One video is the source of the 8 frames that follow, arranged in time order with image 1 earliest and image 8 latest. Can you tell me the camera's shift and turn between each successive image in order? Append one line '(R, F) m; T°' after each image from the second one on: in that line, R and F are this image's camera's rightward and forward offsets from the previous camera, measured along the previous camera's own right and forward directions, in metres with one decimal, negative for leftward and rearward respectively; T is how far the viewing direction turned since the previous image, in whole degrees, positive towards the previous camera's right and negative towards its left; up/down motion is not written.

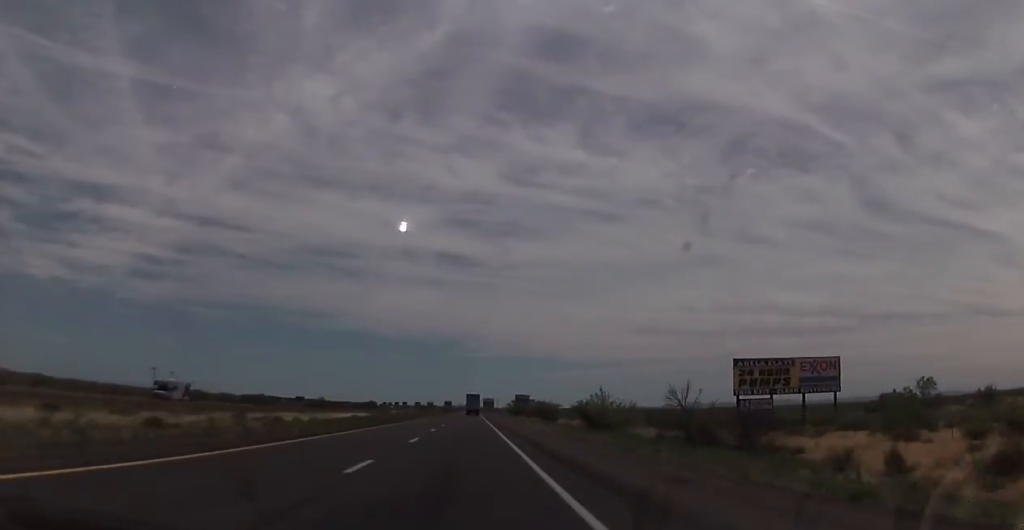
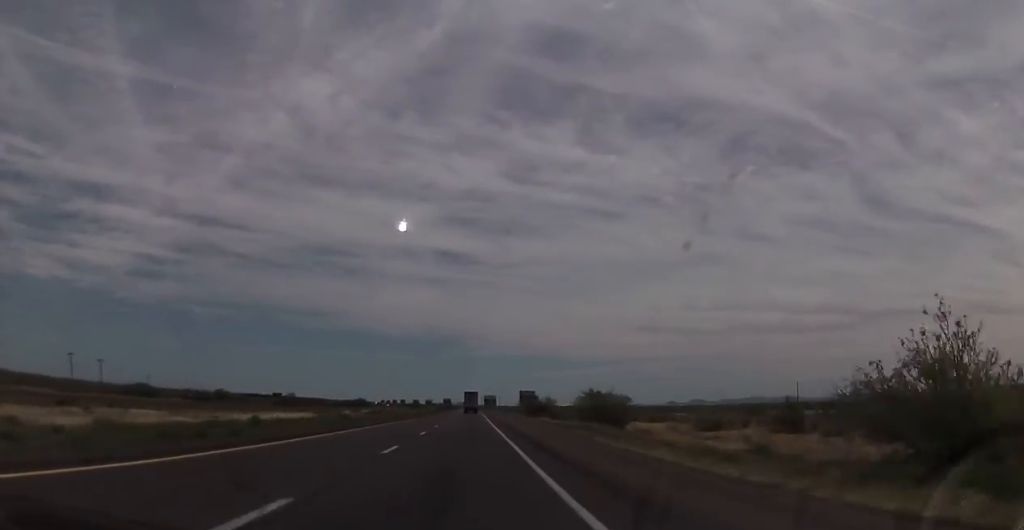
(+0.1, +43.5) m; 0°
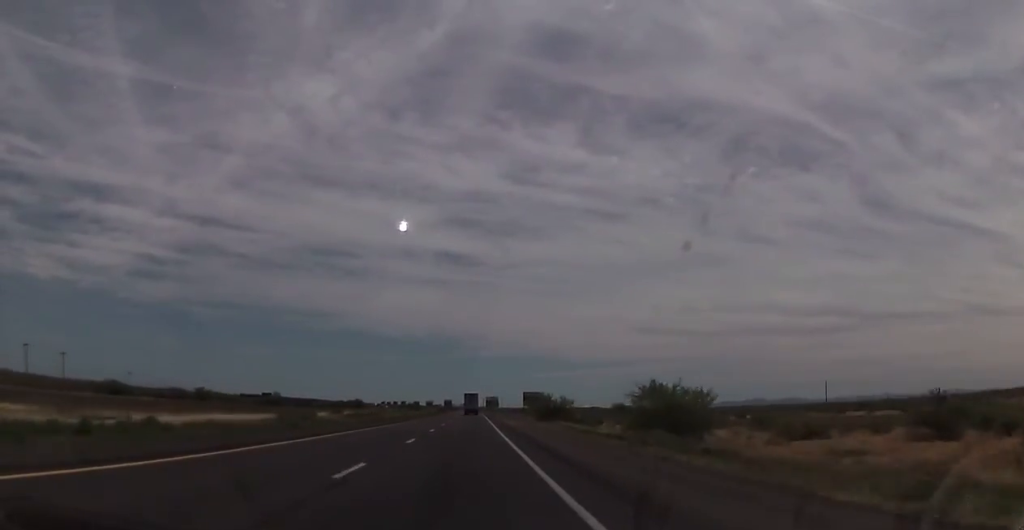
(0.0, +18.1) m; 0°
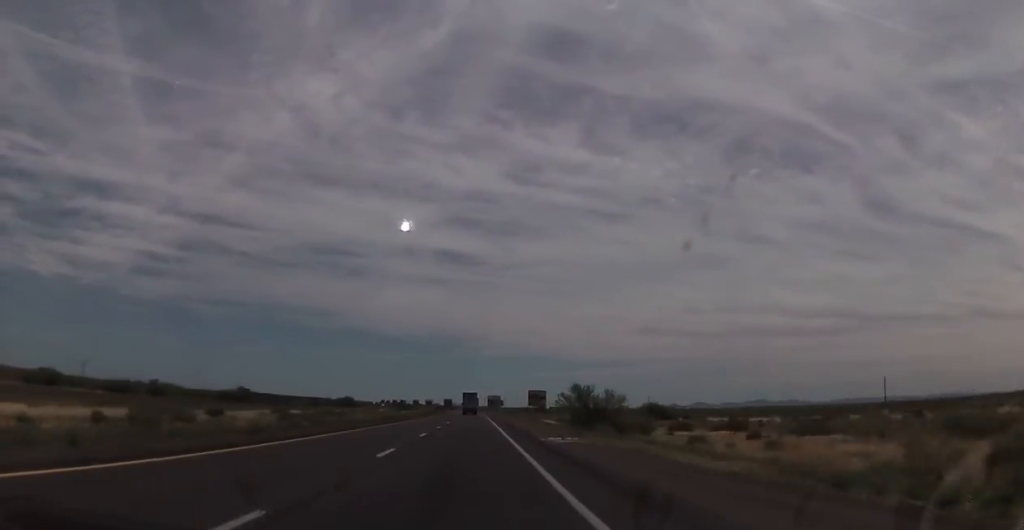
(-0.1, +31.5) m; 0°
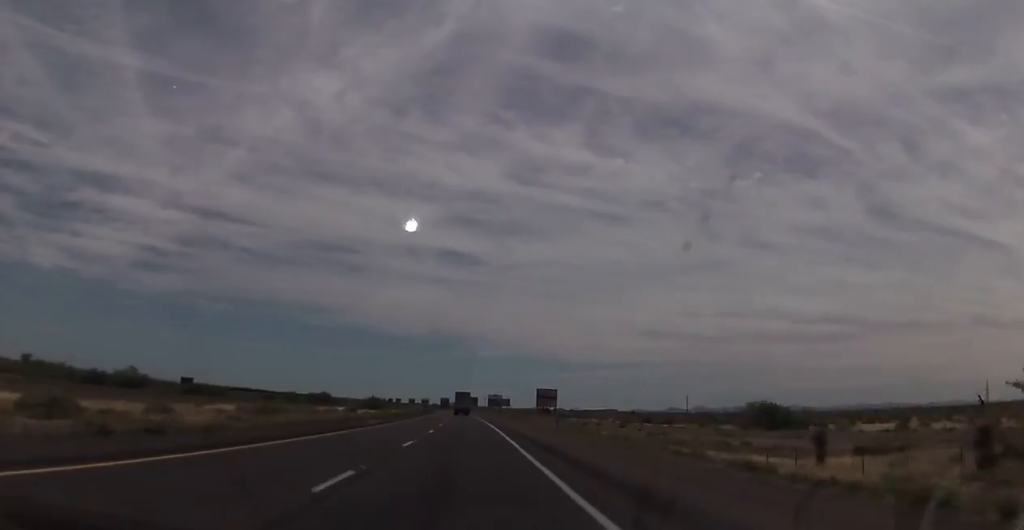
(+0.3, +55.5) m; 0°
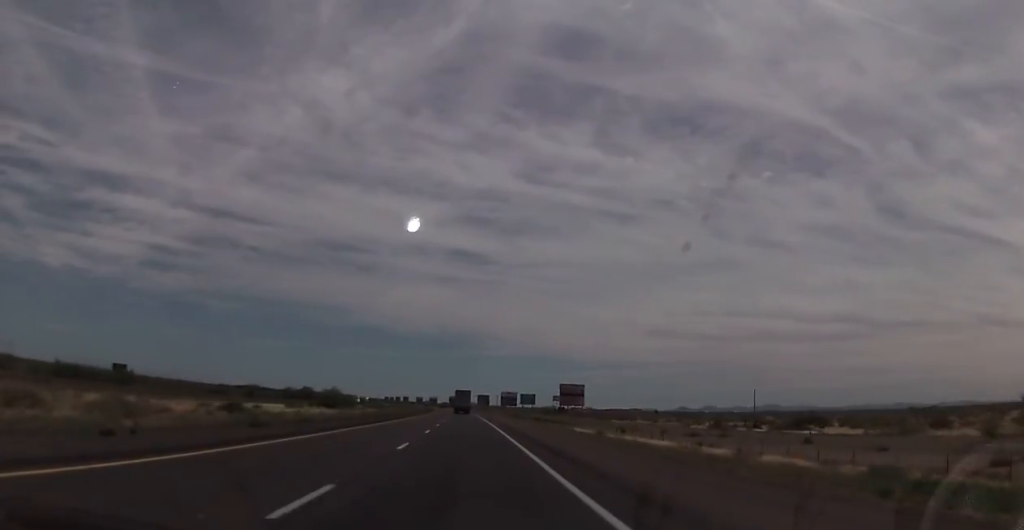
(0.0, +50.7) m; 0°
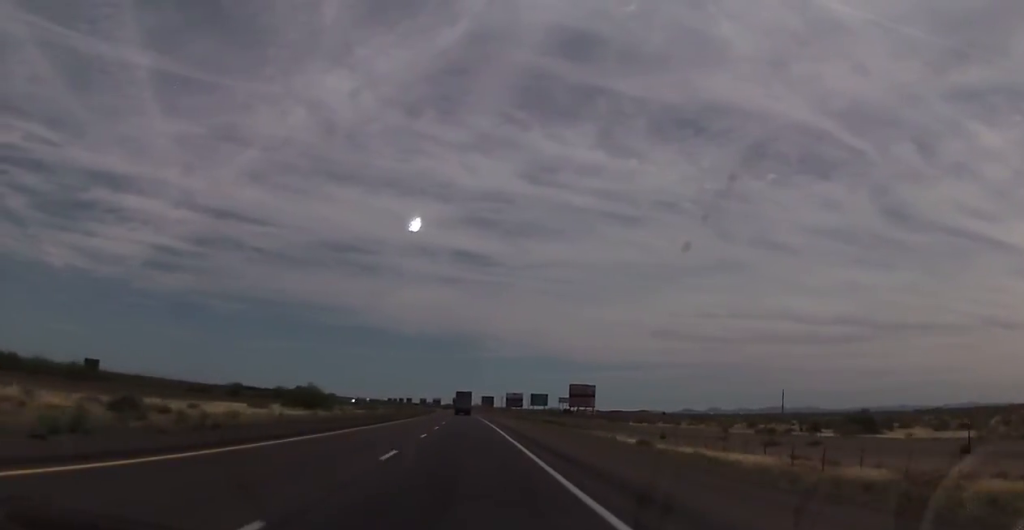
(-0.1, +15.7) m; 0°
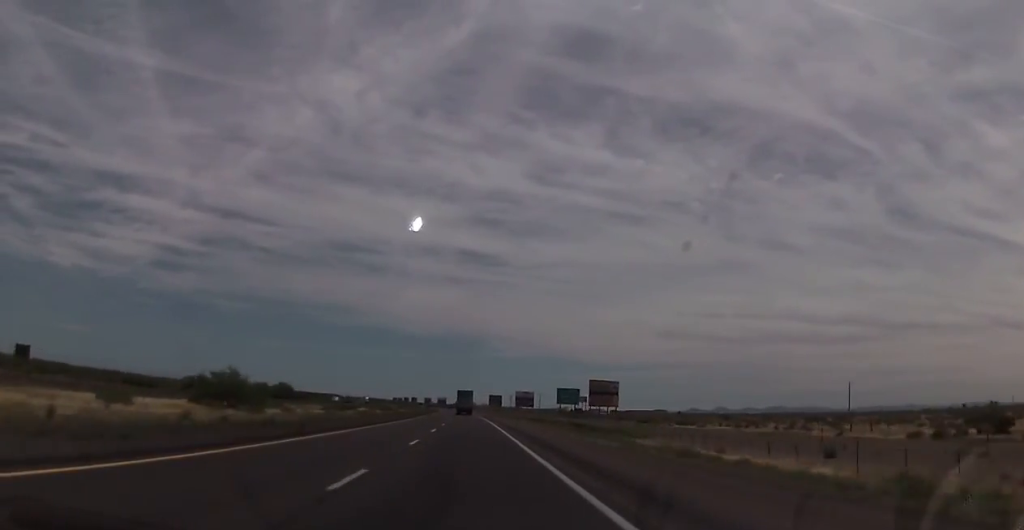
(-0.1, +30.2) m; -1°
